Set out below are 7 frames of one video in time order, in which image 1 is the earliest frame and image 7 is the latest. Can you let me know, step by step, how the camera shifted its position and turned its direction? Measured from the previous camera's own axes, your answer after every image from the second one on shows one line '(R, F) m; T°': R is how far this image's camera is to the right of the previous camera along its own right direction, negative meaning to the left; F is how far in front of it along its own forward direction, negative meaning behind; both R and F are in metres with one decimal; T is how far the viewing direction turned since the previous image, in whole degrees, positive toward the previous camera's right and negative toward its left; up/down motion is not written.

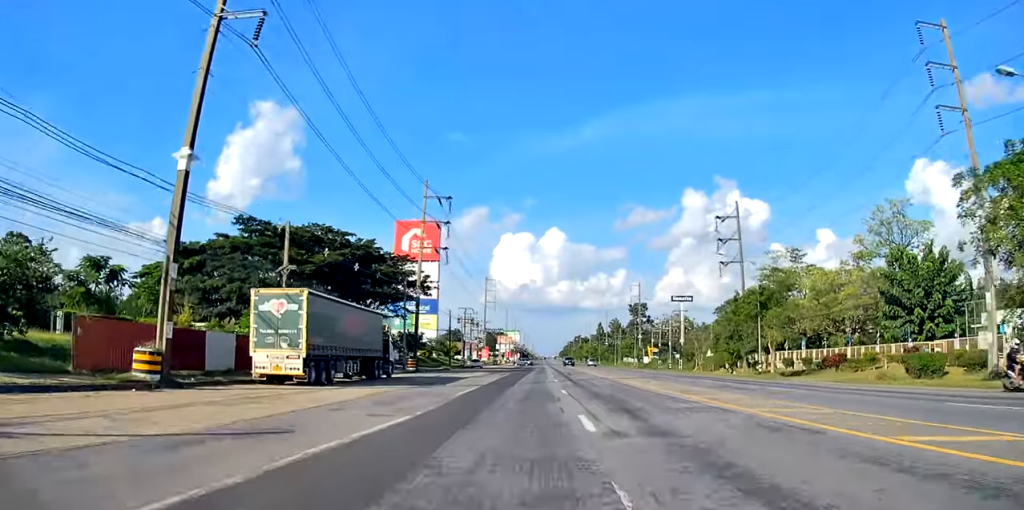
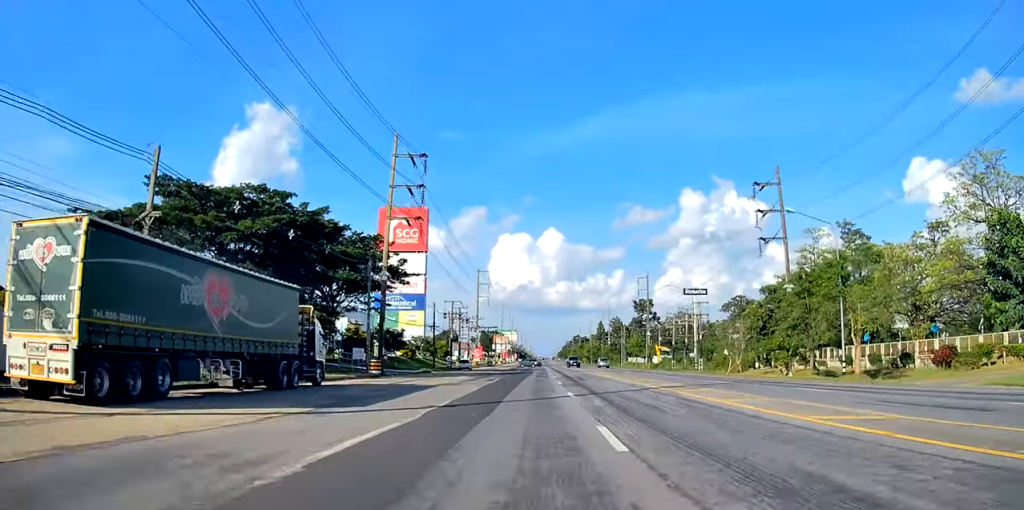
(0.0, +14.0) m; 0°
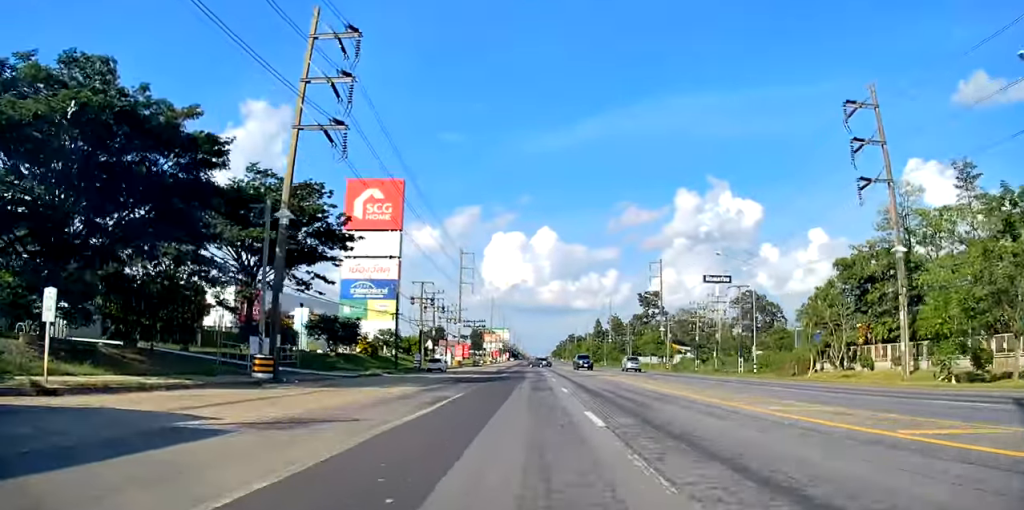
(0.0, +21.1) m; 0°
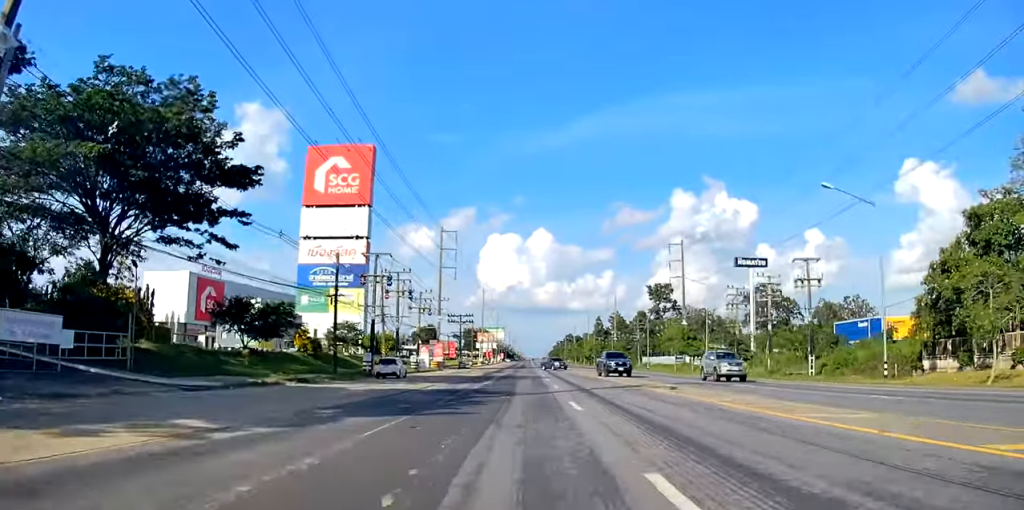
(0.0, +20.4) m; 0°
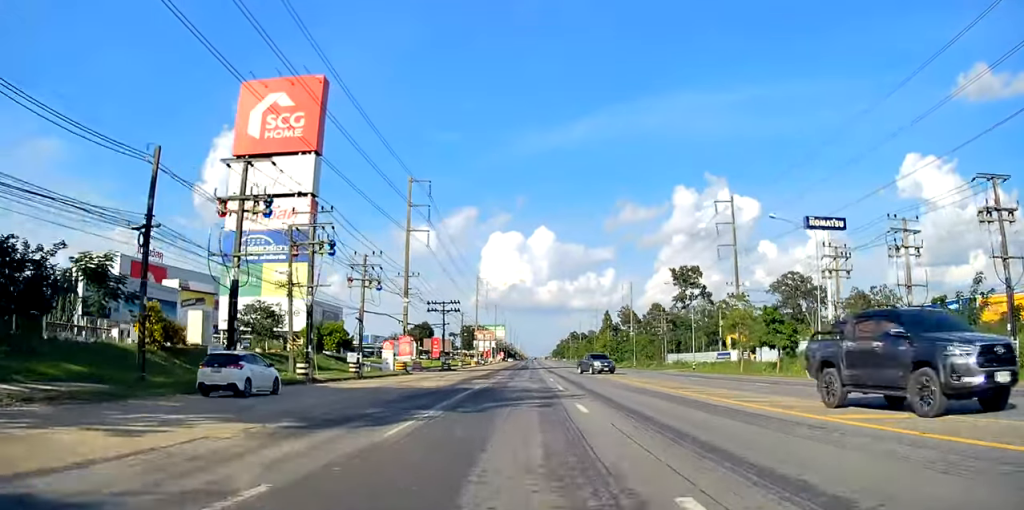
(0.0, +24.3) m; +1°
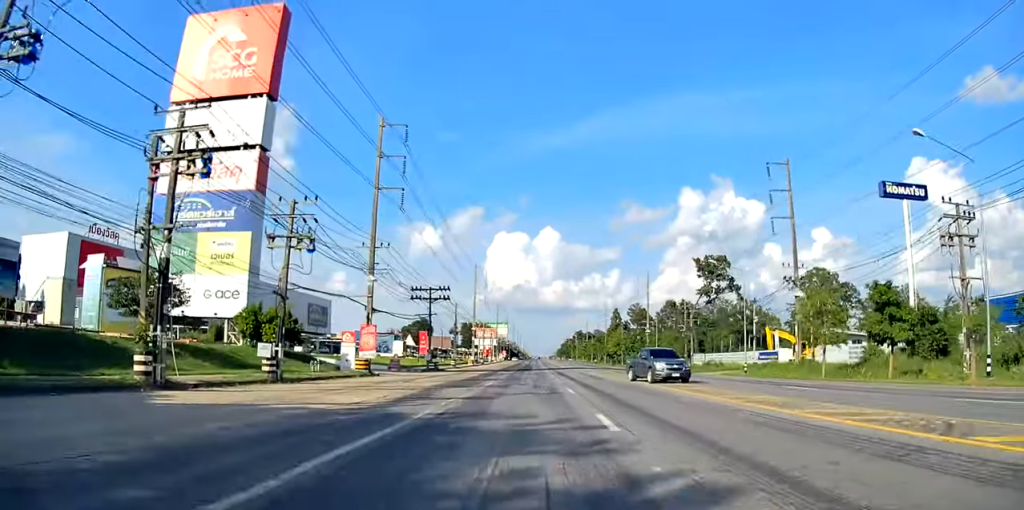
(+0.1, +15.8) m; 0°
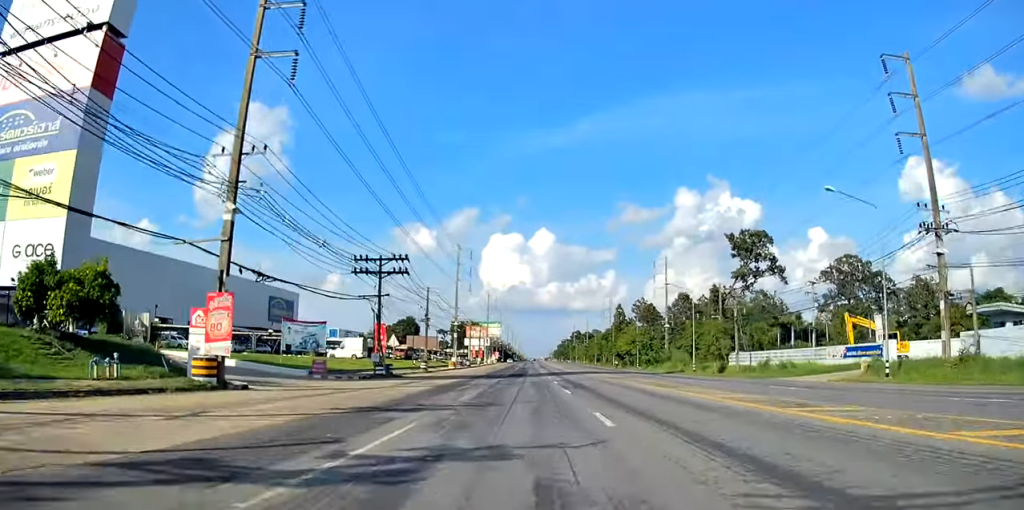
(+0.1, +23.7) m; -1°
